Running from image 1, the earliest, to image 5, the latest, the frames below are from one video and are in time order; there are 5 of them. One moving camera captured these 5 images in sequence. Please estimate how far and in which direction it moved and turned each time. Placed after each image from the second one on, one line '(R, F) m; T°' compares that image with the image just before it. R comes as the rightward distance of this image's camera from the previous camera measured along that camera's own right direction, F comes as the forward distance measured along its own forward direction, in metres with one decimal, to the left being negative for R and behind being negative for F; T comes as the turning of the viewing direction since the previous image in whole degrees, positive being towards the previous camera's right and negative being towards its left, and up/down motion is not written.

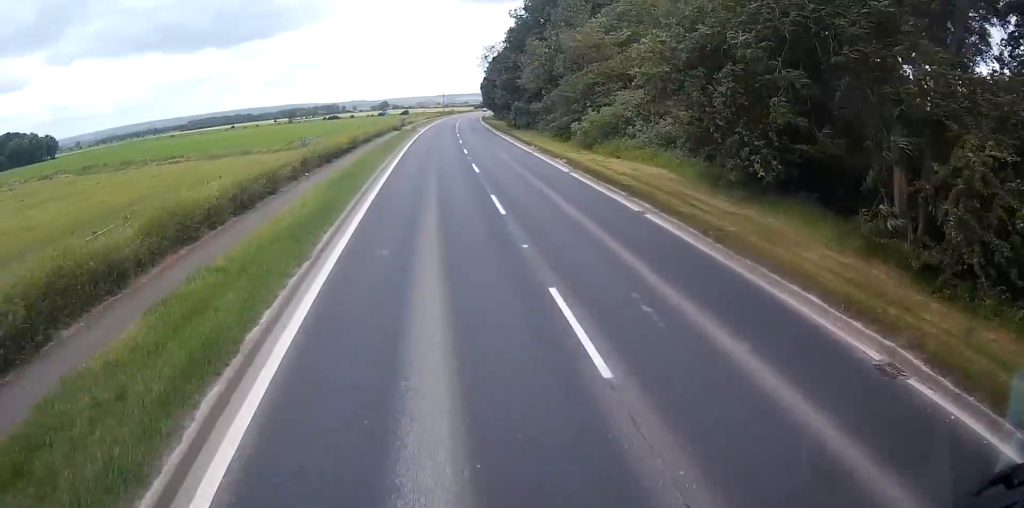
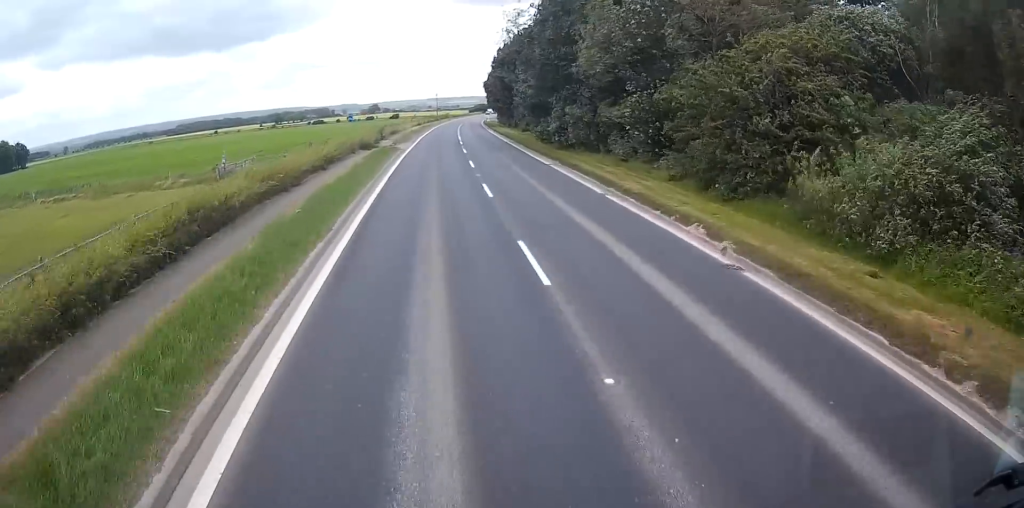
(-0.2, +23.2) m; 0°
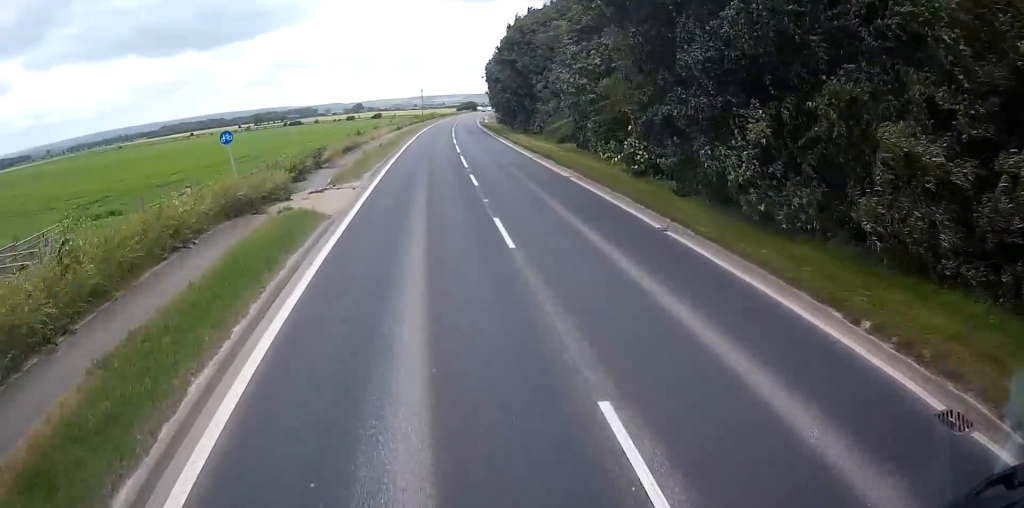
(+0.4, +24.0) m; +1°
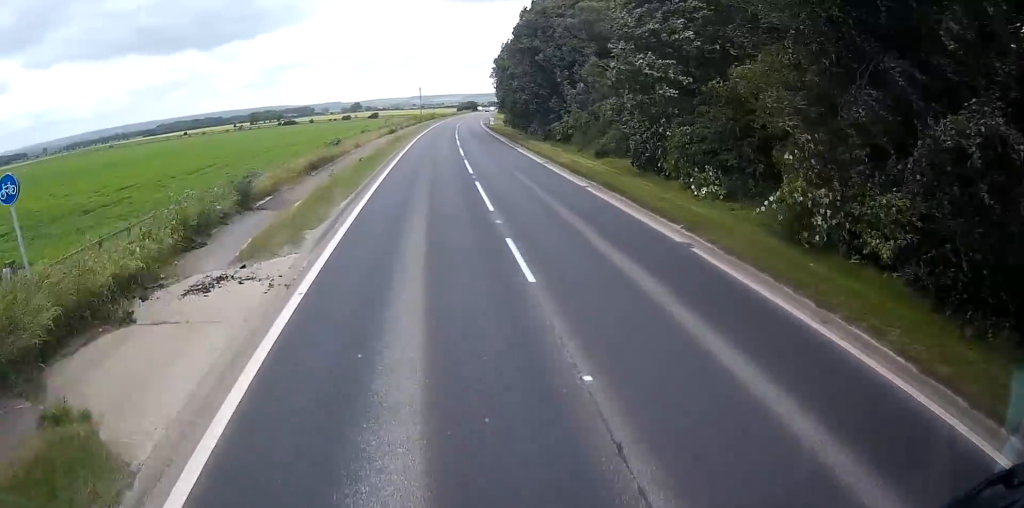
(+0.1, +10.9) m; 0°
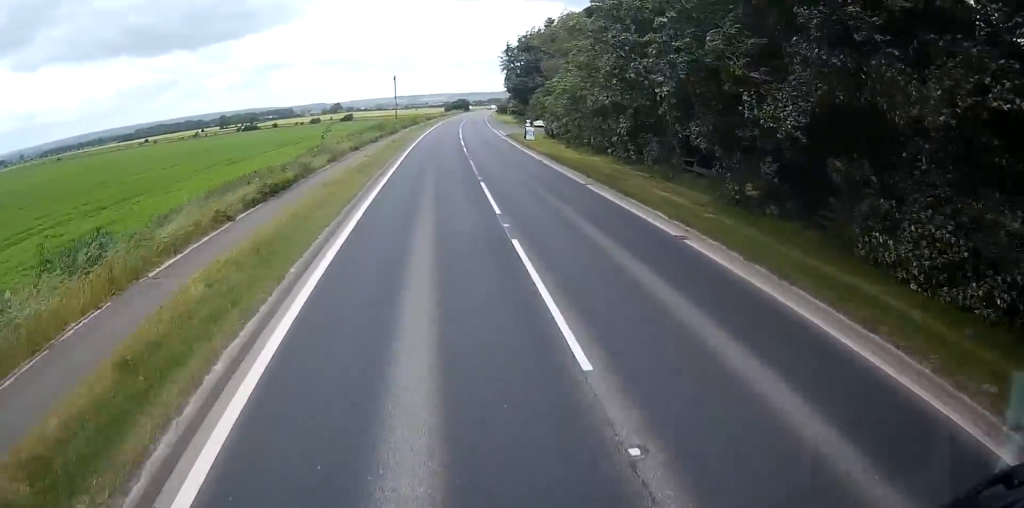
(+0.1, +45.5) m; 0°
